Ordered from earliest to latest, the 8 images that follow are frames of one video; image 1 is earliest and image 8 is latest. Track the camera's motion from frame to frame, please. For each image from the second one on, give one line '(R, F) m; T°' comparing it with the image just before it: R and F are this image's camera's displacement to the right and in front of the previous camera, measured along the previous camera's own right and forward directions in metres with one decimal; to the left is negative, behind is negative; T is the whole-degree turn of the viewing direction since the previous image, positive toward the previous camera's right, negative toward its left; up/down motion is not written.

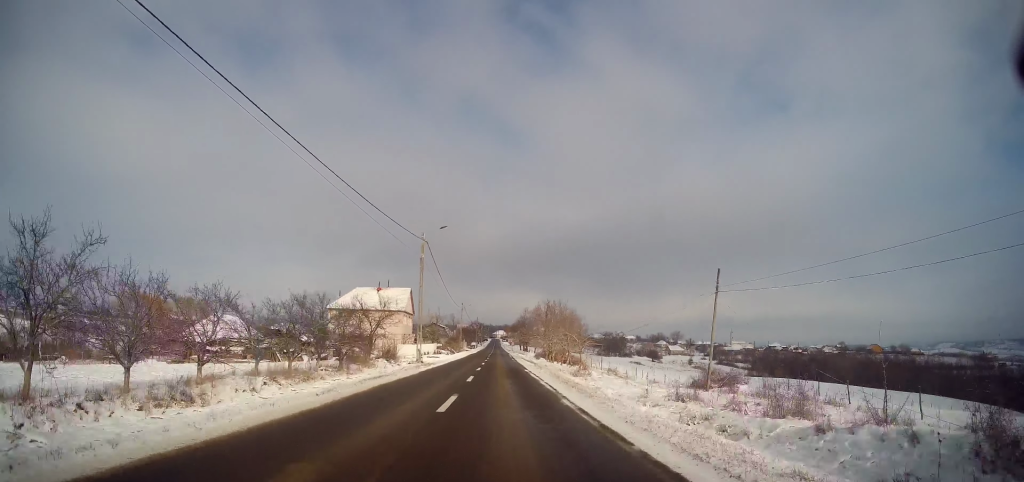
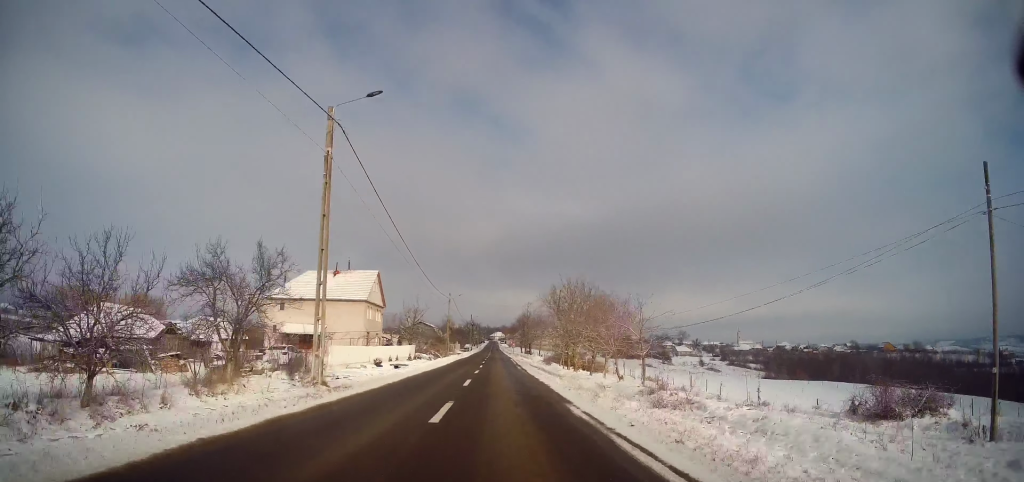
(-0.1, +19.1) m; -1°
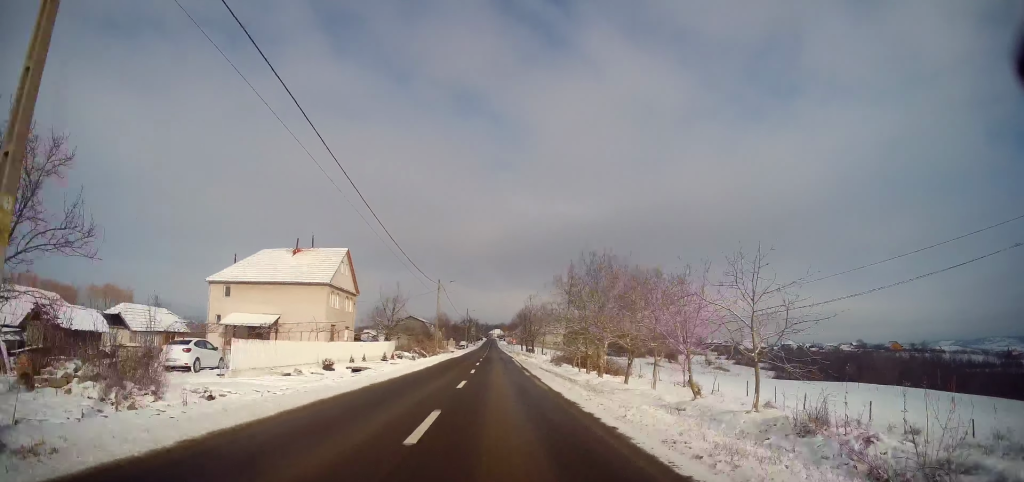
(-0.2, +11.1) m; 0°
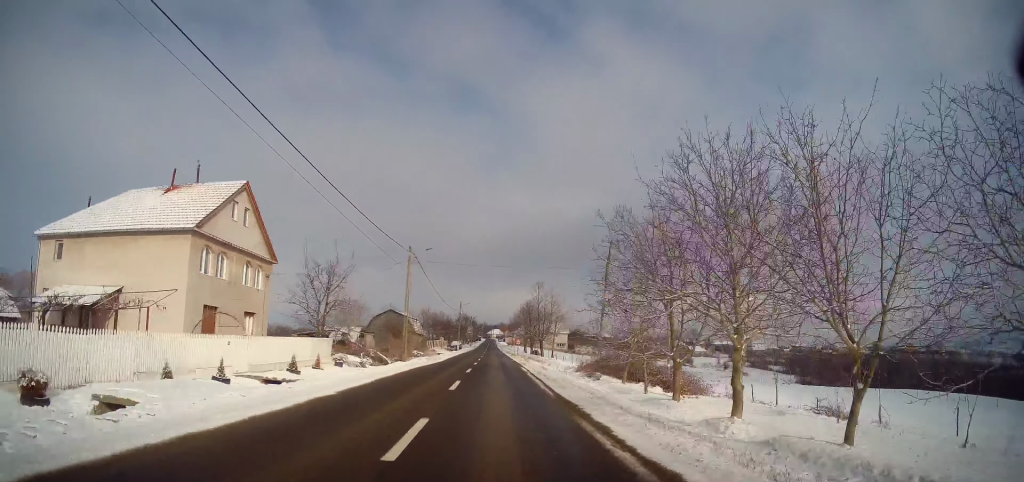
(+0.3, +18.6) m; +1°
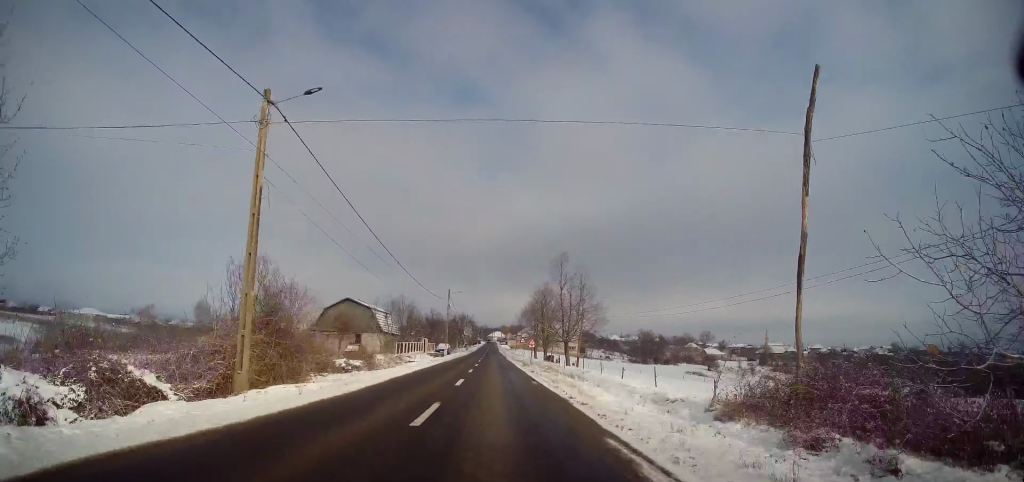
(-0.2, +24.1) m; -1°
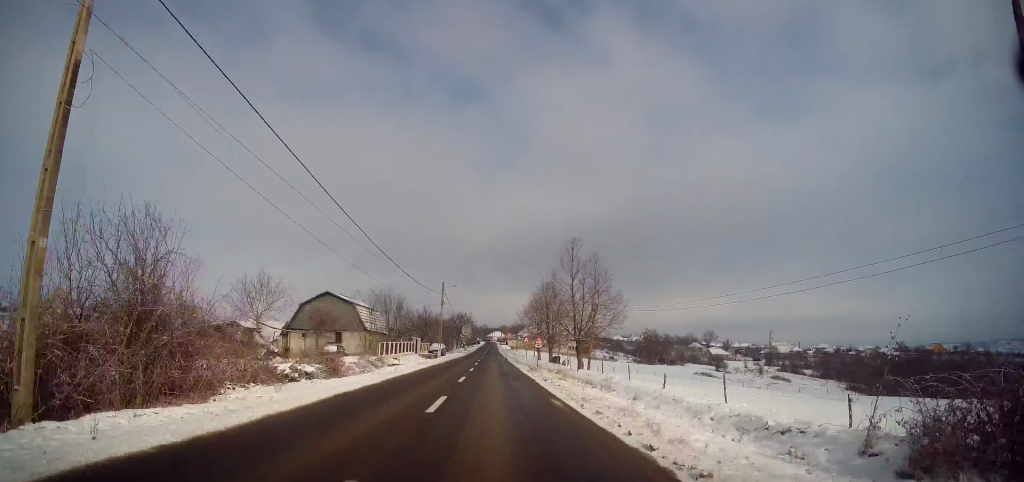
(-0.2, +7.1) m; 0°
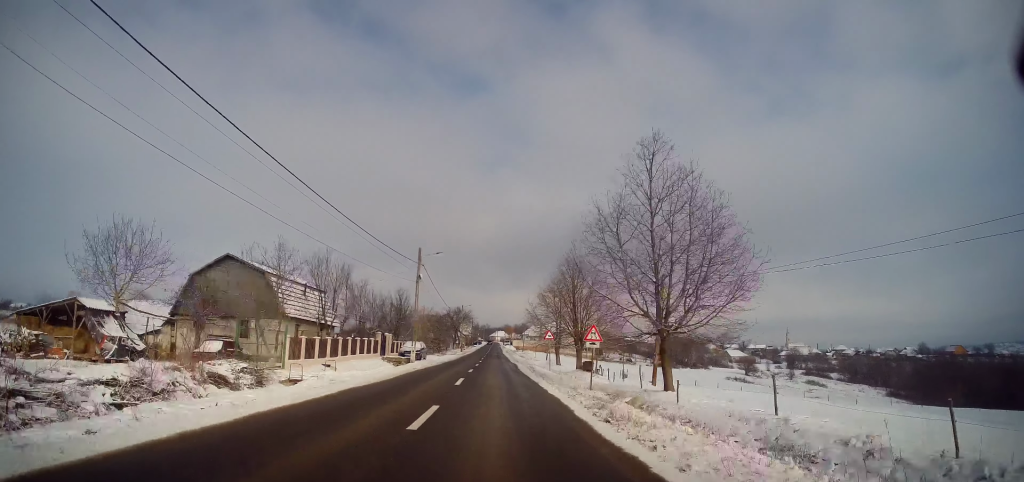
(+0.2, +20.0) m; +1°
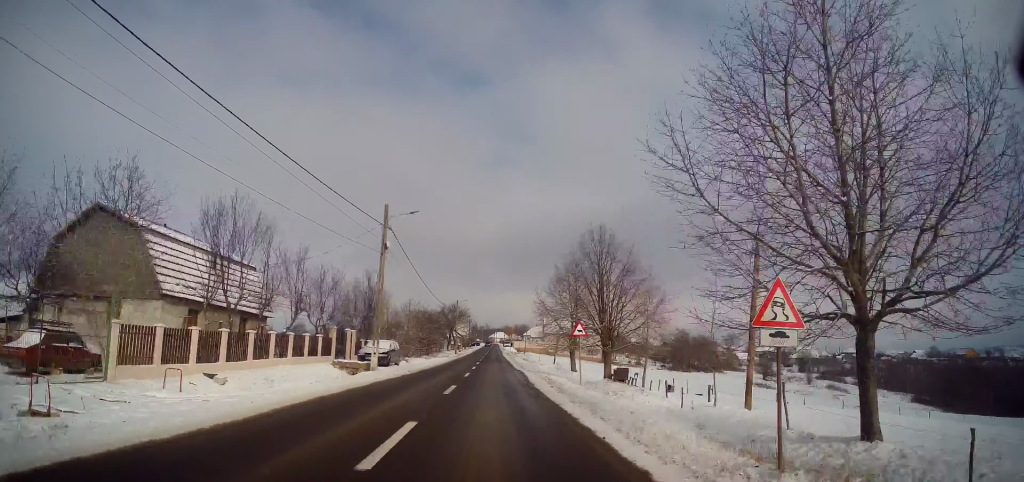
(+0.1, +11.7) m; 0°
